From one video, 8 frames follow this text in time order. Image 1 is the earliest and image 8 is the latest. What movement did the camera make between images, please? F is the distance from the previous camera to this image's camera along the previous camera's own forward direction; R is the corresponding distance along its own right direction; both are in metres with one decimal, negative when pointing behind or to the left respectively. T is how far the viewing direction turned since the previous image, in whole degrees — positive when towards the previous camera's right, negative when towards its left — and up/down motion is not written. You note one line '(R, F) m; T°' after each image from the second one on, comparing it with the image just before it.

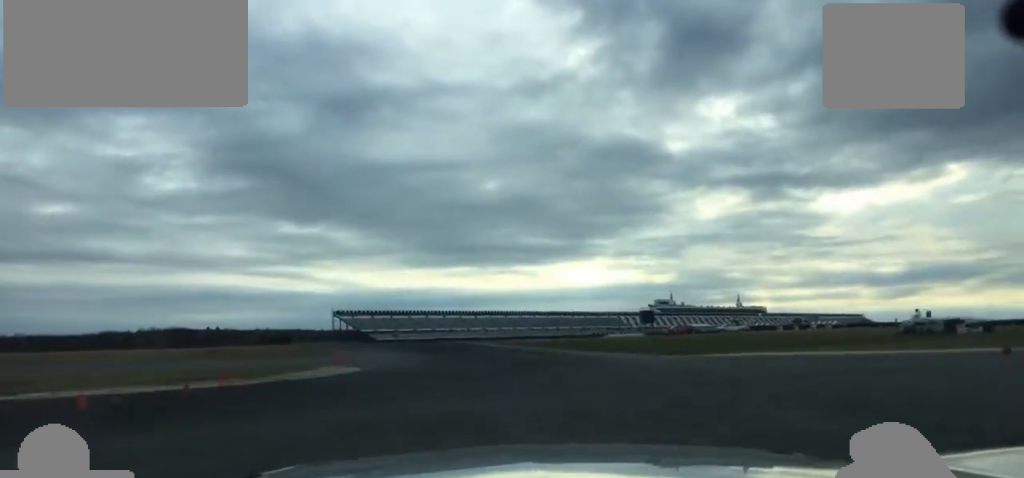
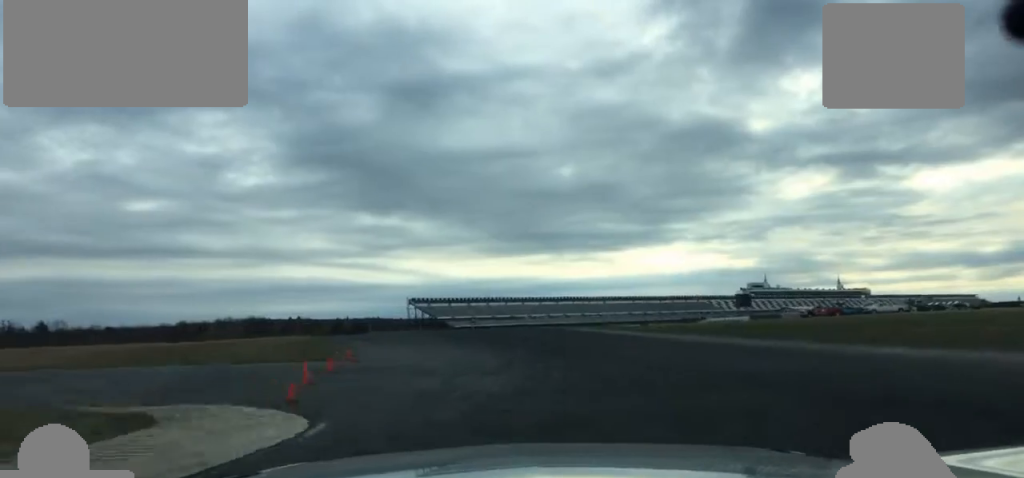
(+4.4, +29.7) m; -1°
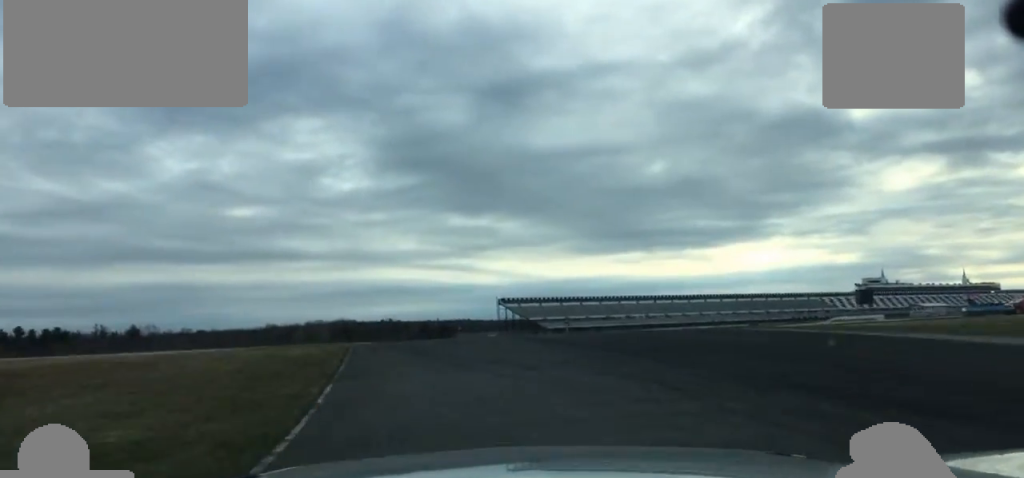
(-3.5, +25.1) m; -13°
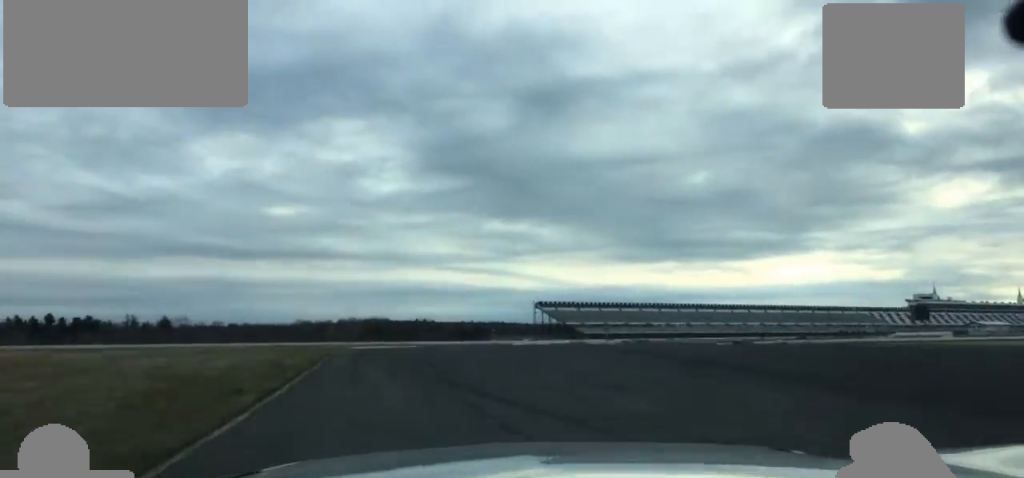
(-1.3, +14.7) m; -2°
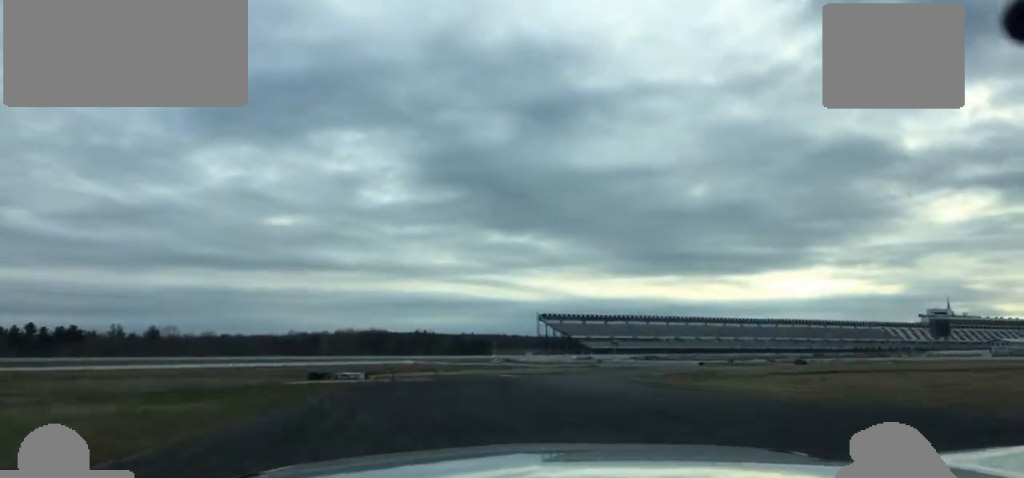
(-0.8, +20.2) m; -1°
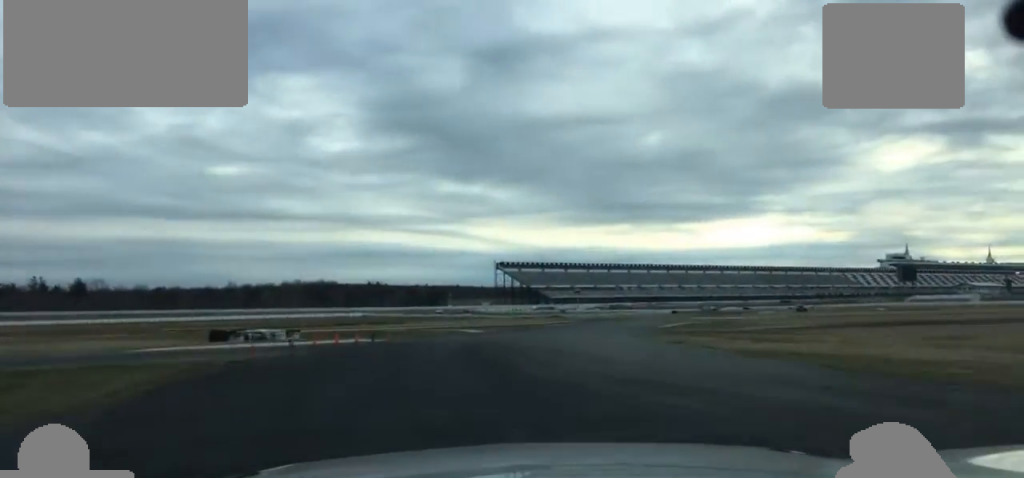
(+0.1, +22.4) m; +2°
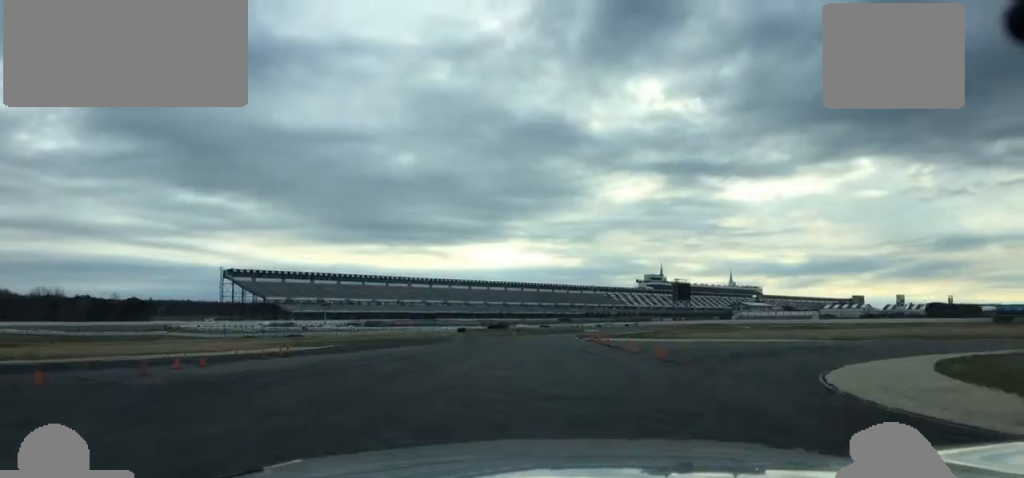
(+10.0, +65.1) m; +16°
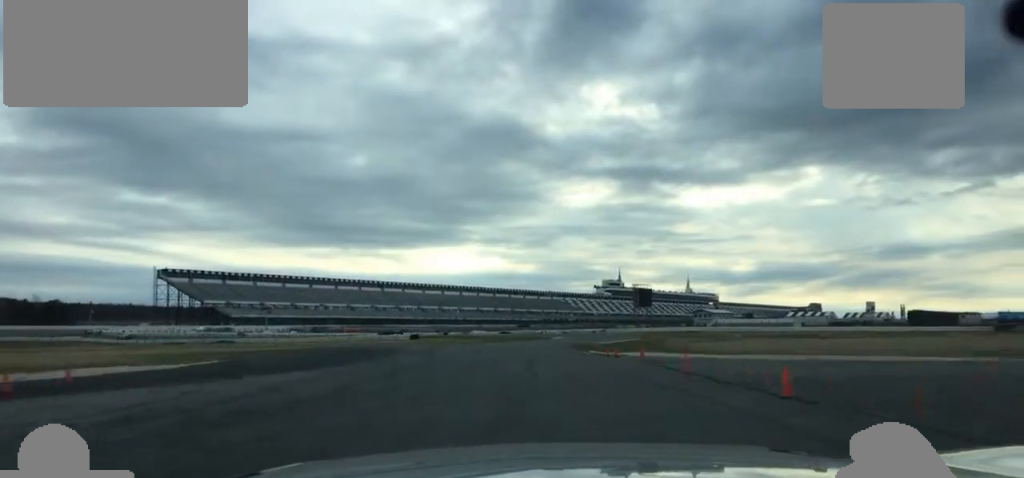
(0.0, +16.2) m; +2°
